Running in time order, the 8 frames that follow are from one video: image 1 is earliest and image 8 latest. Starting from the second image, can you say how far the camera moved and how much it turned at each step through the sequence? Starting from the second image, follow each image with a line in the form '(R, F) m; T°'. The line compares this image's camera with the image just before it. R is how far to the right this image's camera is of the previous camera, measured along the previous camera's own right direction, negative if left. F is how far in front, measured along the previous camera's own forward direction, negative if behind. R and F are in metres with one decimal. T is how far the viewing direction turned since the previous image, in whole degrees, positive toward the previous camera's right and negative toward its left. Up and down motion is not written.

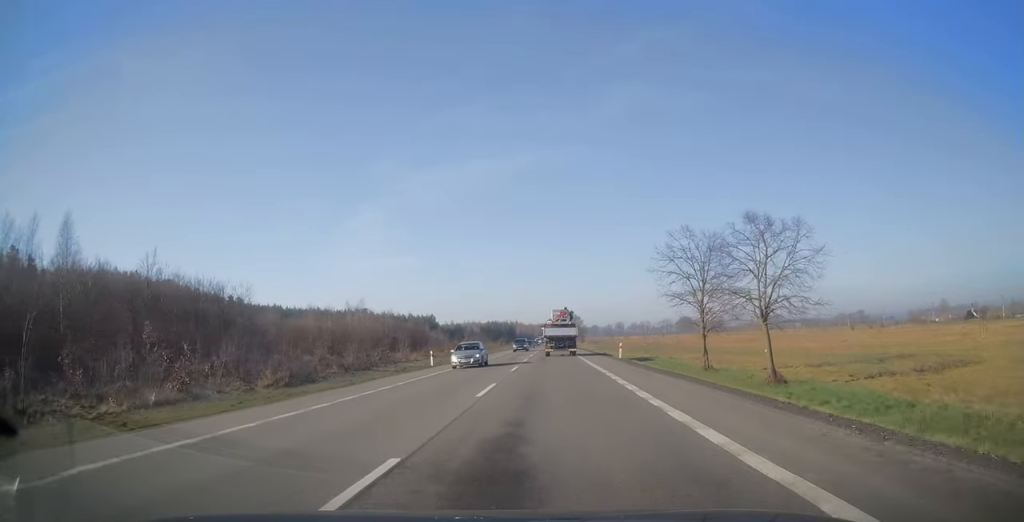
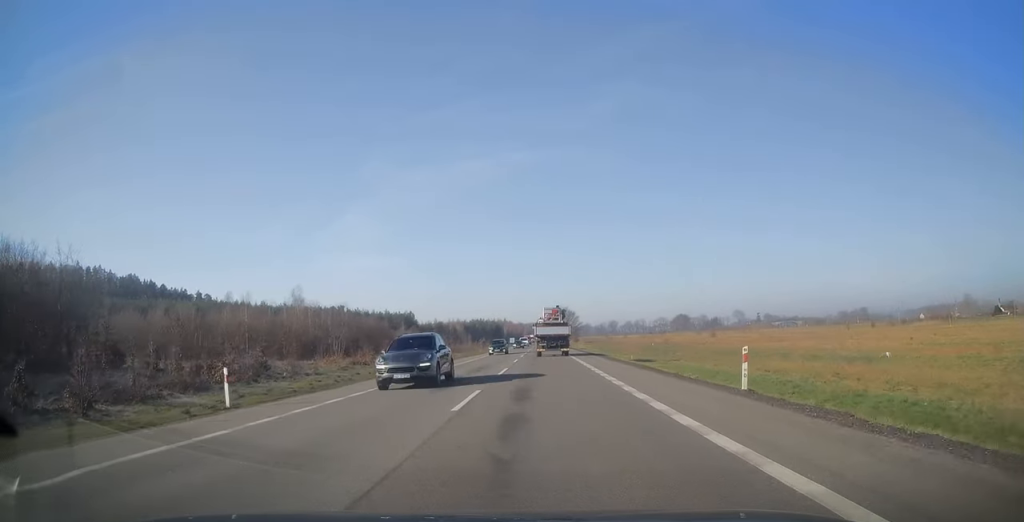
(+0.2, +26.7) m; +1°
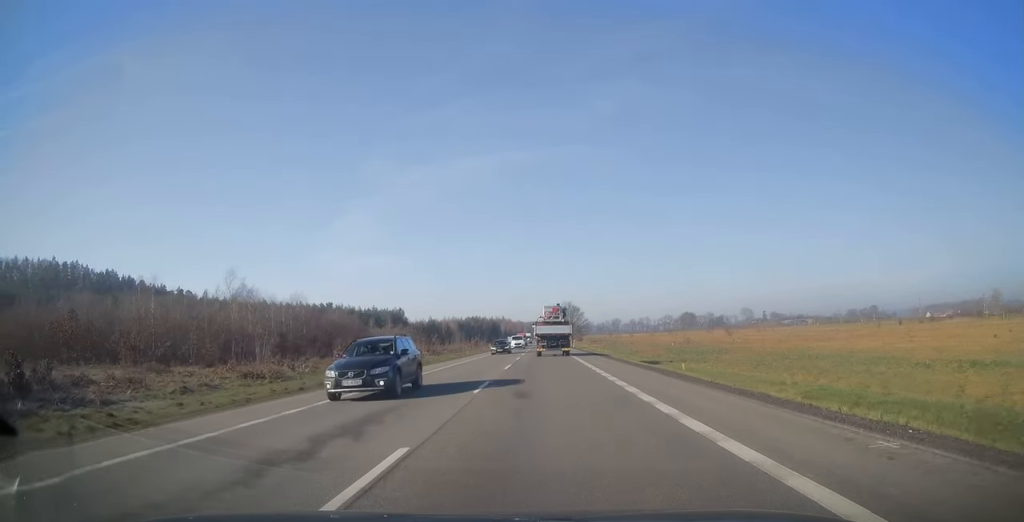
(+0.1, +20.4) m; 0°
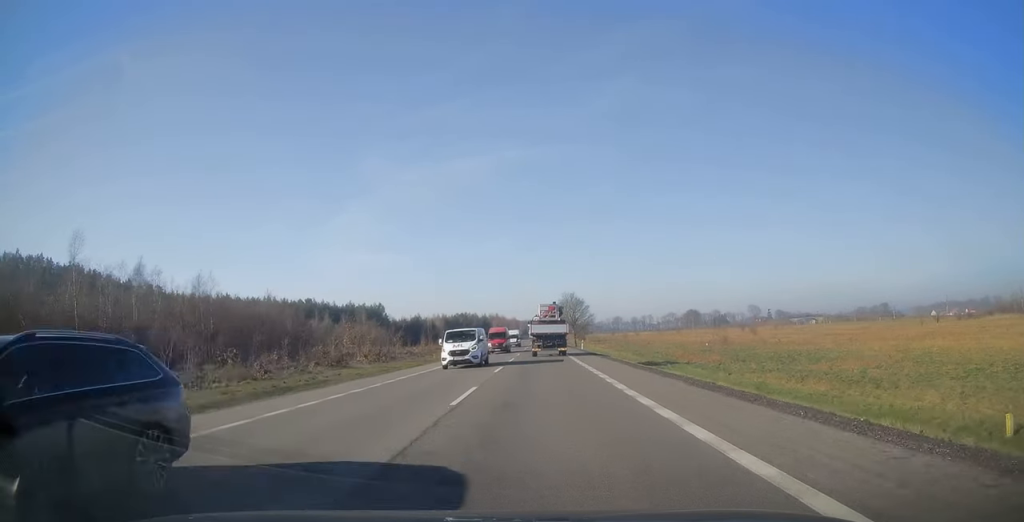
(-0.1, +26.5) m; 0°
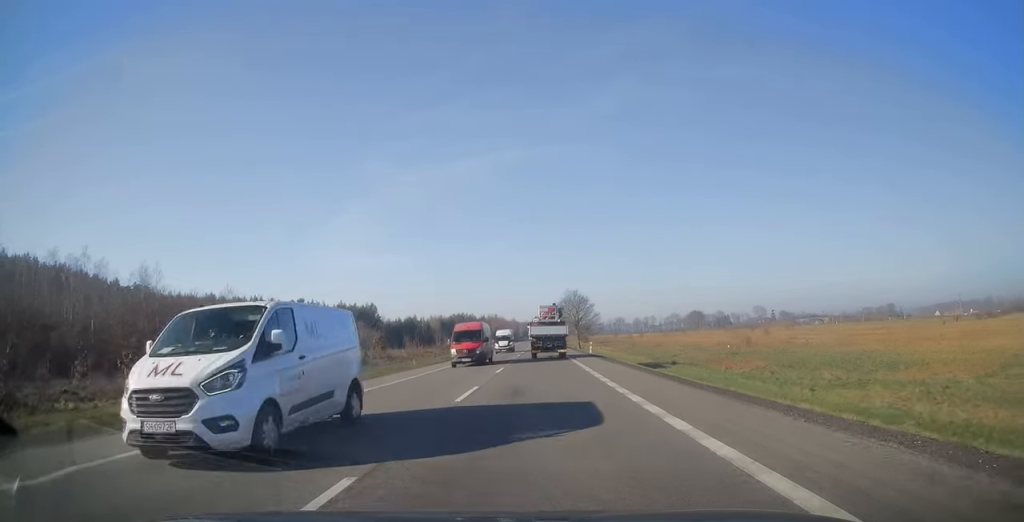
(0.0, +10.6) m; 0°
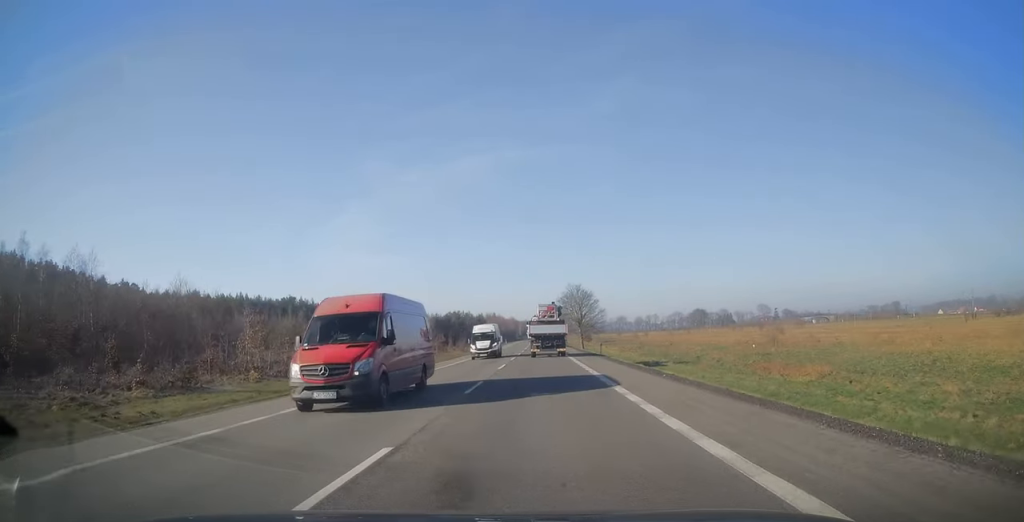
(0.0, +10.0) m; 0°
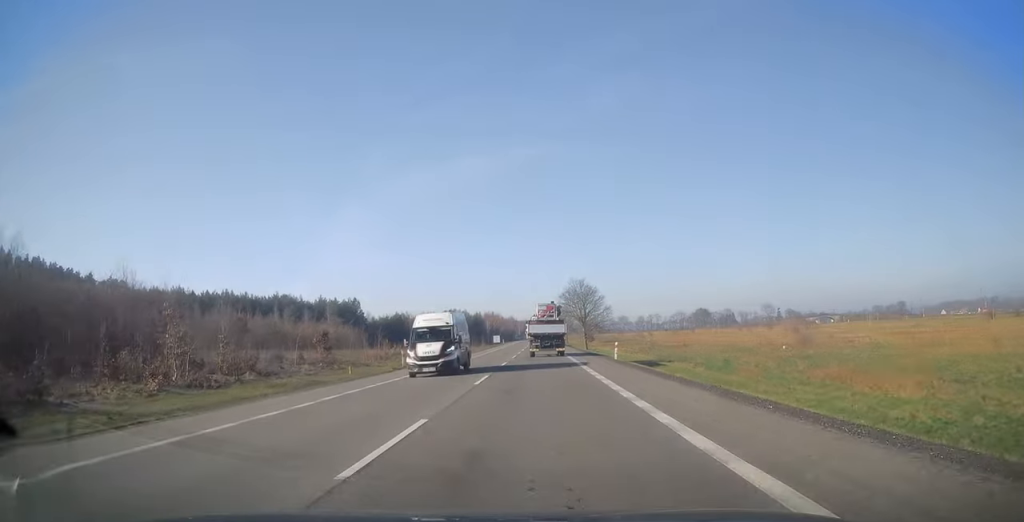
(0.0, +9.4) m; 0°
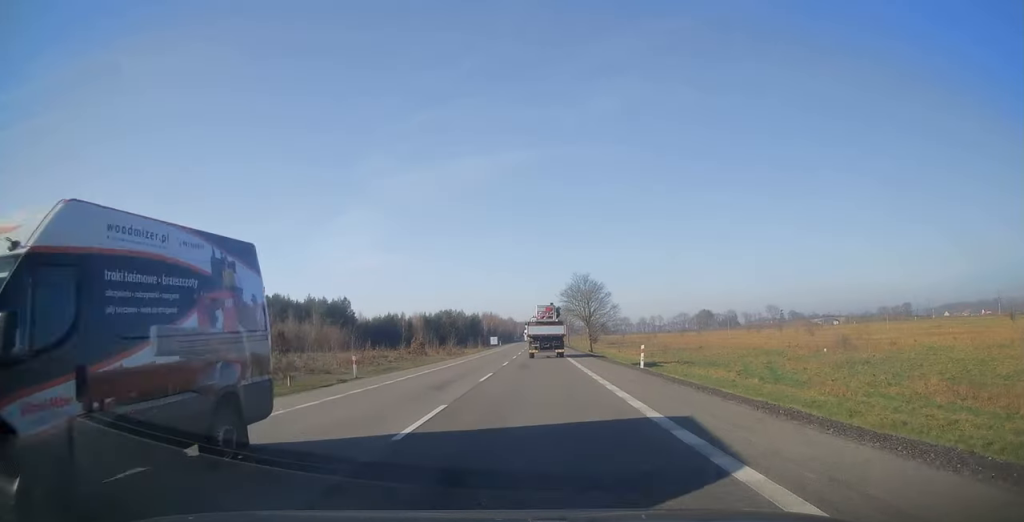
(0.0, +9.7) m; 0°
